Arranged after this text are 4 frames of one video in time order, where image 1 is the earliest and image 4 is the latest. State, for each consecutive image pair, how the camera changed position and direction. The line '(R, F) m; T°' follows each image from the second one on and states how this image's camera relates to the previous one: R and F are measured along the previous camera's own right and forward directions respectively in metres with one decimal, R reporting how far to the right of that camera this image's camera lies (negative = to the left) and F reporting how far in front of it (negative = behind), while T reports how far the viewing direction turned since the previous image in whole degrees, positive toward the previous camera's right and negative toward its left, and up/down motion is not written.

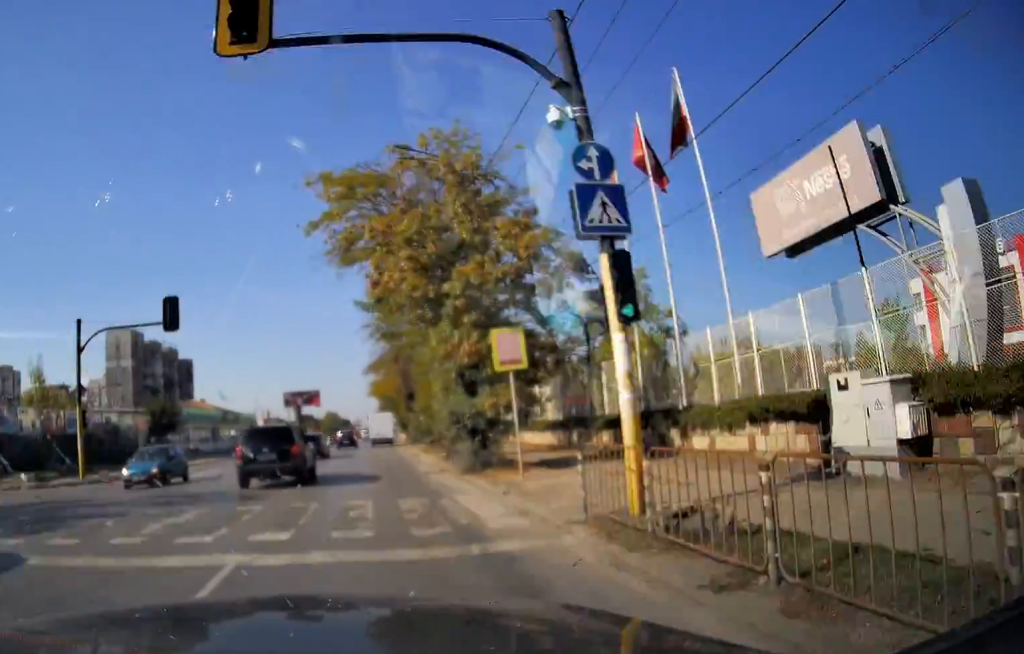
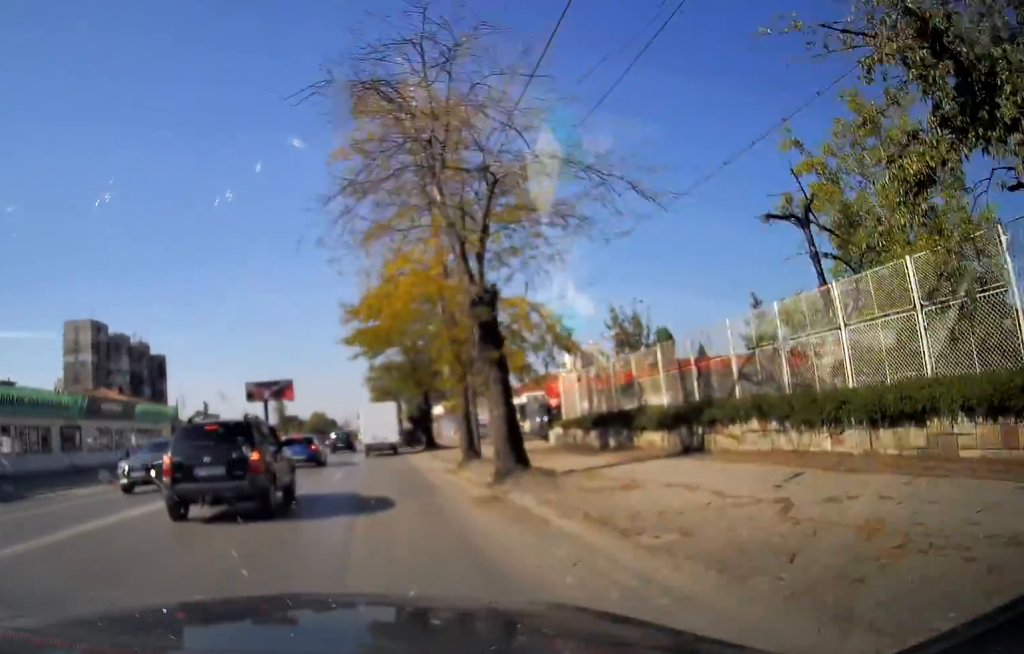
(+0.8, +35.6) m; +3°
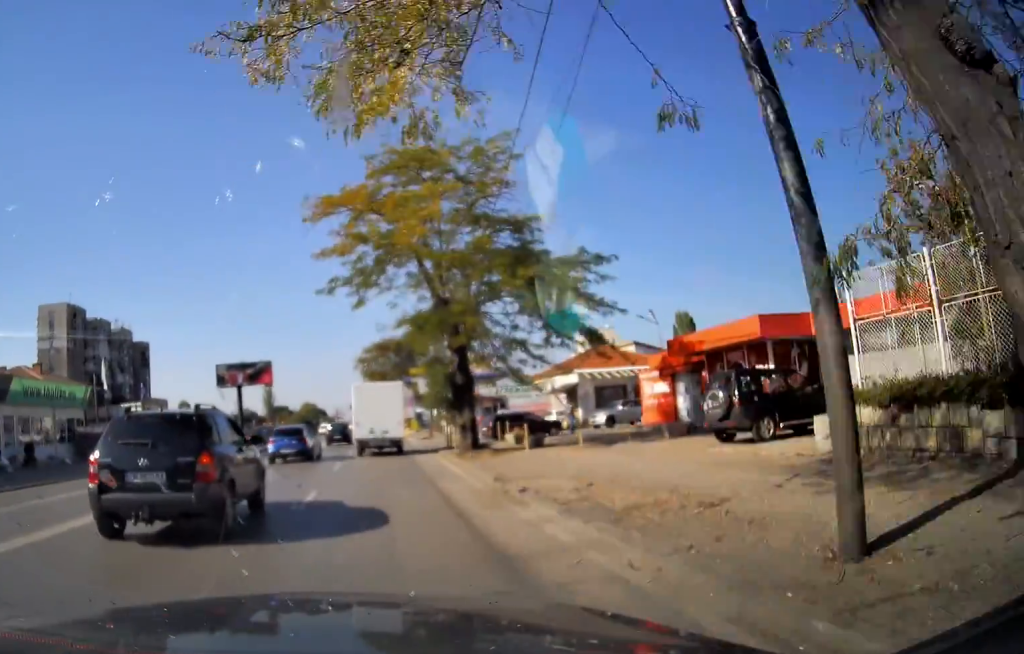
(+0.1, +18.9) m; 0°
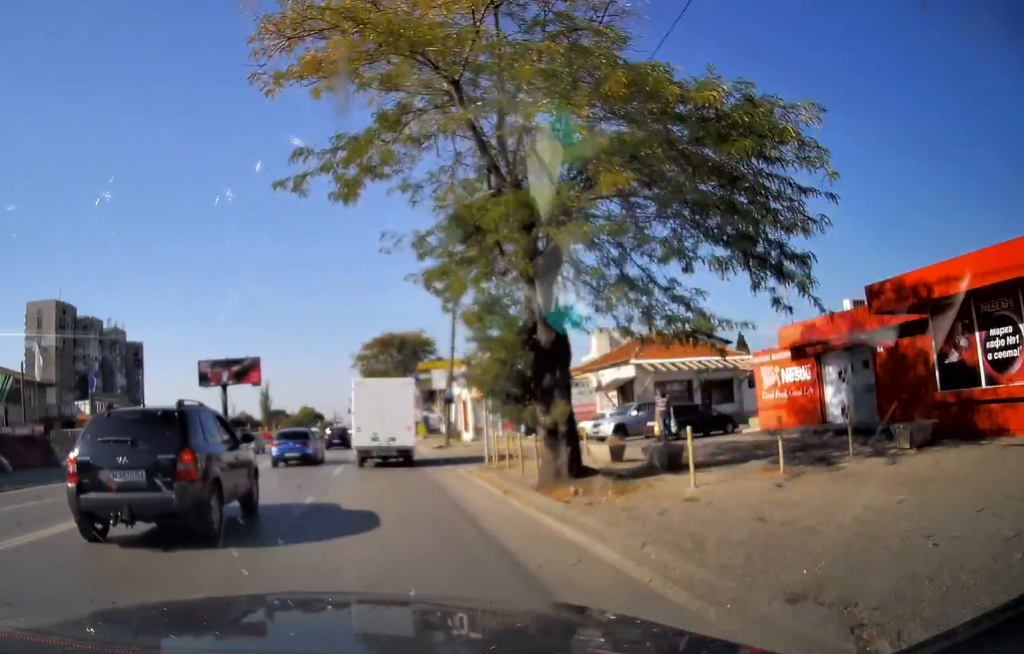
(-0.2, +12.2) m; 0°
